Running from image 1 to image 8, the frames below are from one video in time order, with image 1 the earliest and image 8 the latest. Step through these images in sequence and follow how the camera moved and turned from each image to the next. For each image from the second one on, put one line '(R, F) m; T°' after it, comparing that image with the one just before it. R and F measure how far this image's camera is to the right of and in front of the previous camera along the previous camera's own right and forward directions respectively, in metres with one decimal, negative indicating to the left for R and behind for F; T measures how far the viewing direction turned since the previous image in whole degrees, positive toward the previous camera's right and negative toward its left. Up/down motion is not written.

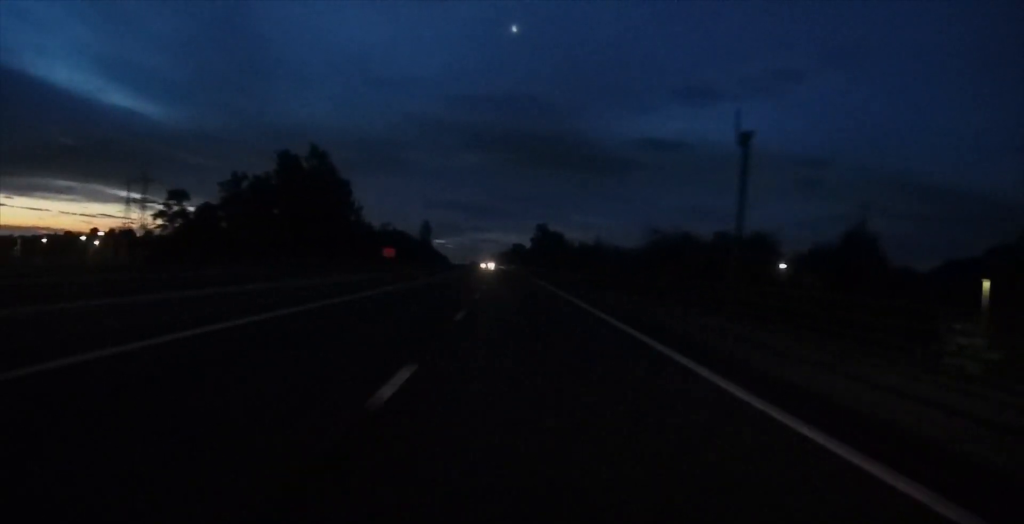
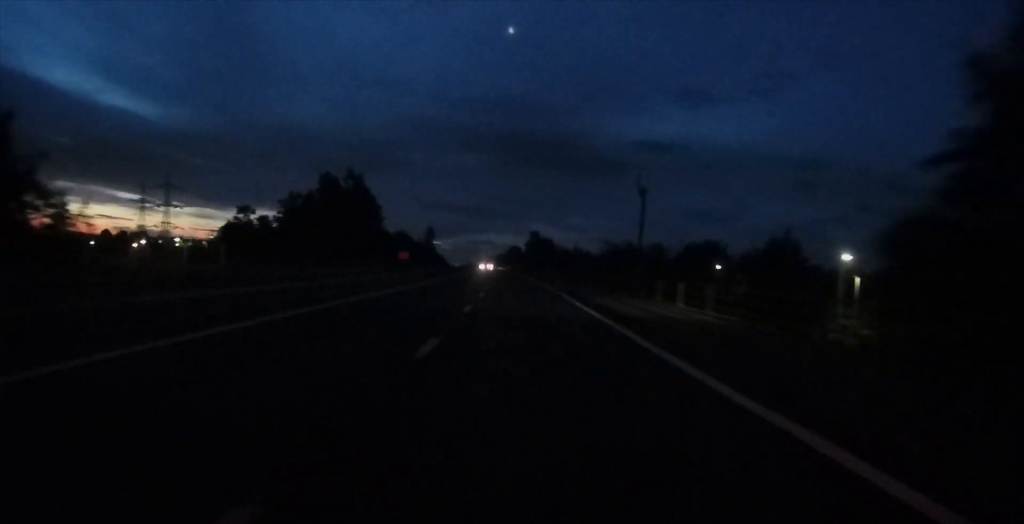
(0.0, +21.5) m; +1°
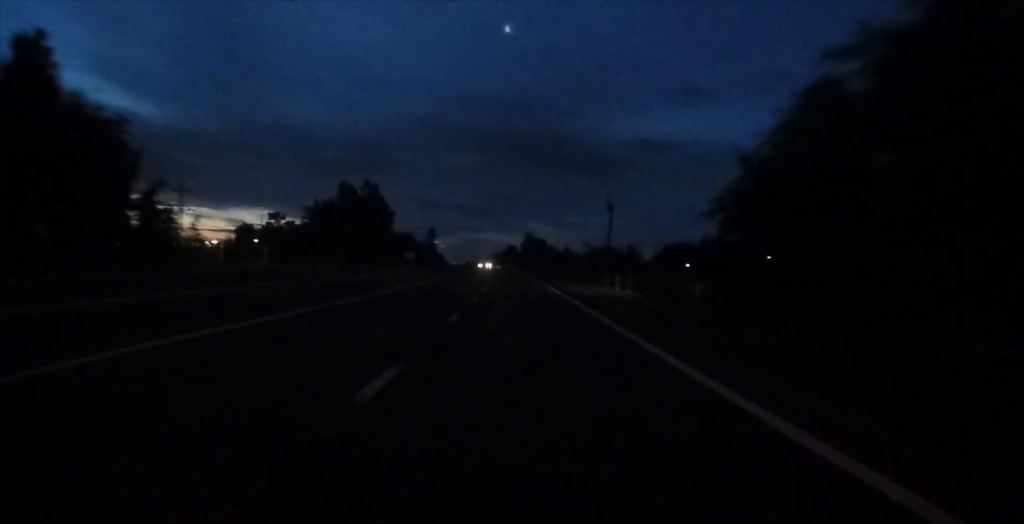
(+0.3, +14.1) m; 0°
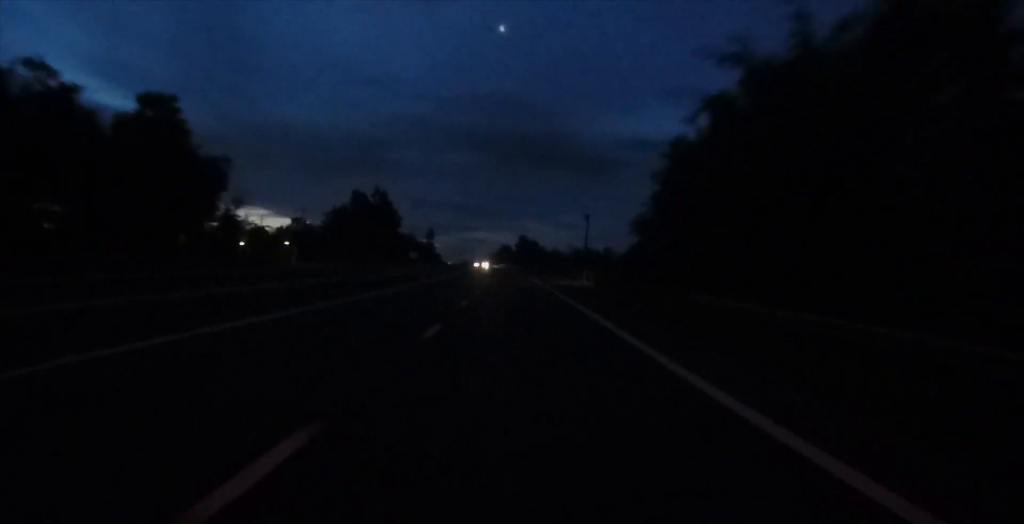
(+0.2, +14.1) m; 0°
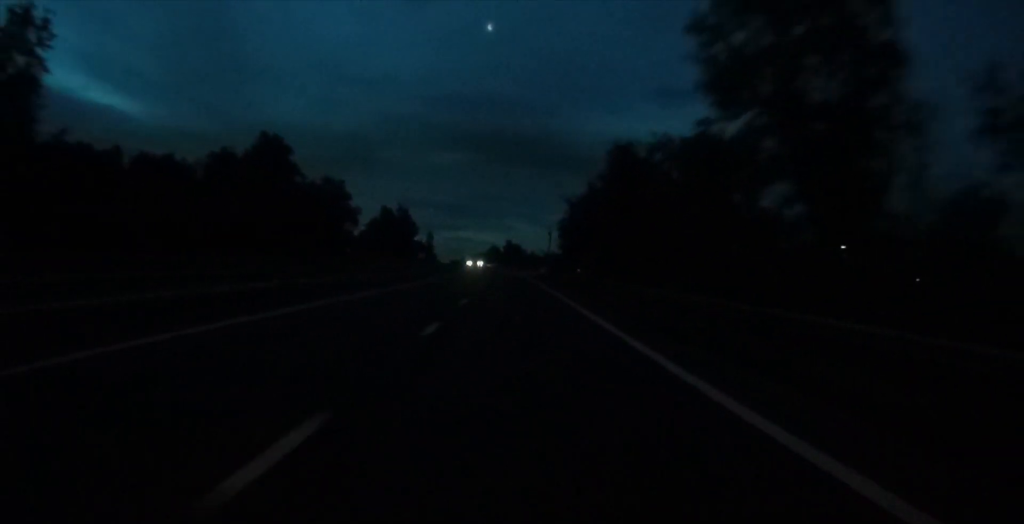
(-0.3, +44.5) m; +1°
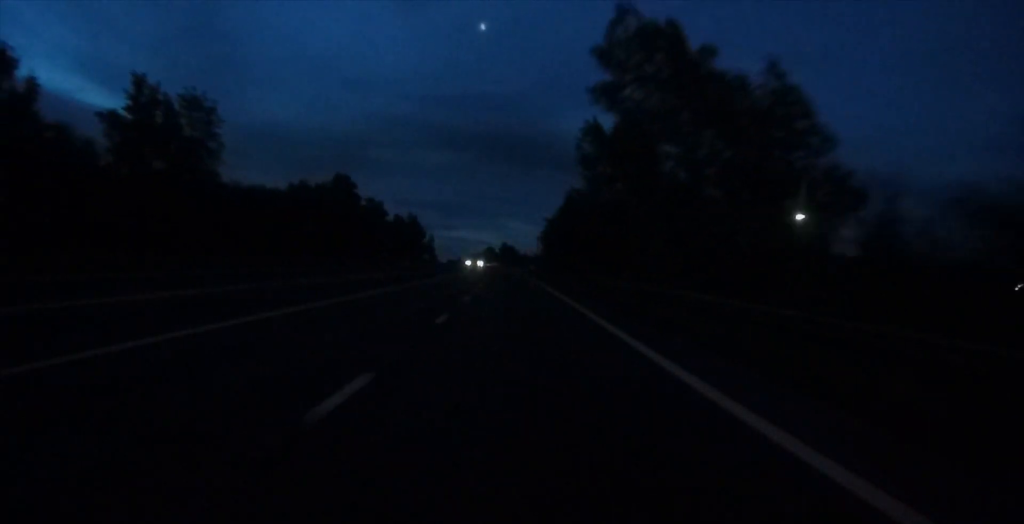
(+0.5, +28.4) m; +1°
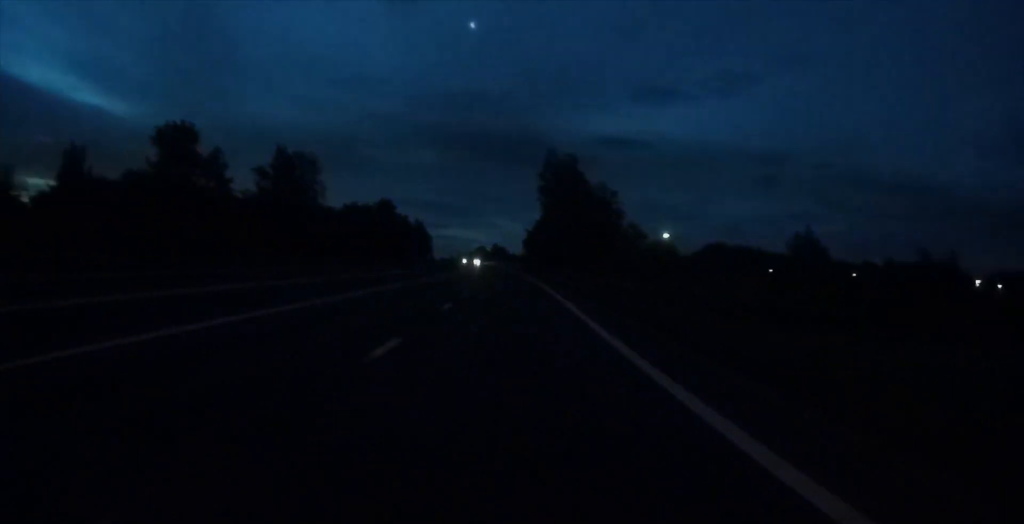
(-0.2, +38.8) m; +1°
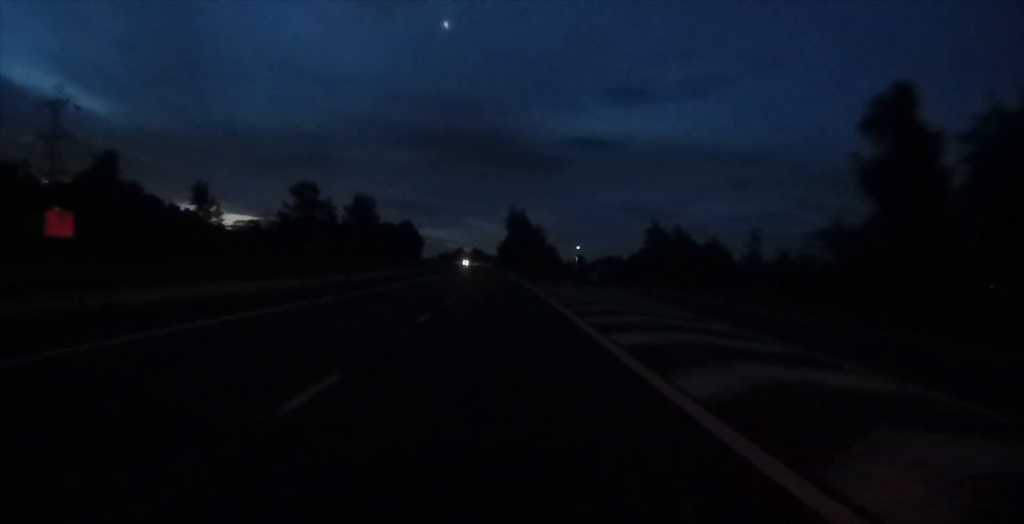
(+1.8, +67.2) m; +2°
